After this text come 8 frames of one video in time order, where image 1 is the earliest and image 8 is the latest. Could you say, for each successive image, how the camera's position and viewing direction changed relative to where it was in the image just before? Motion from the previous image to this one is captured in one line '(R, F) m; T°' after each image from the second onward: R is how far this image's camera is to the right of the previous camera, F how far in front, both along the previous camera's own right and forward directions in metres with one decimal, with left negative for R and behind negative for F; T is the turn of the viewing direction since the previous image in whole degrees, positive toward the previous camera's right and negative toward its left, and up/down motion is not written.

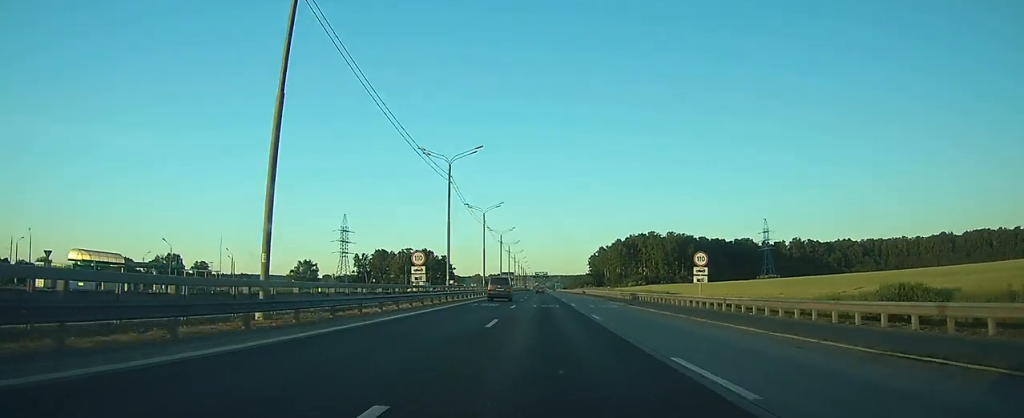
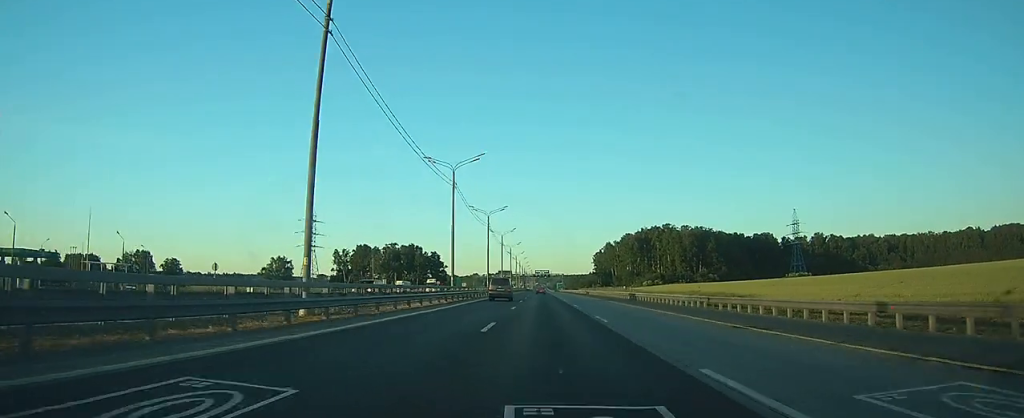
(0.0, +33.5) m; 0°
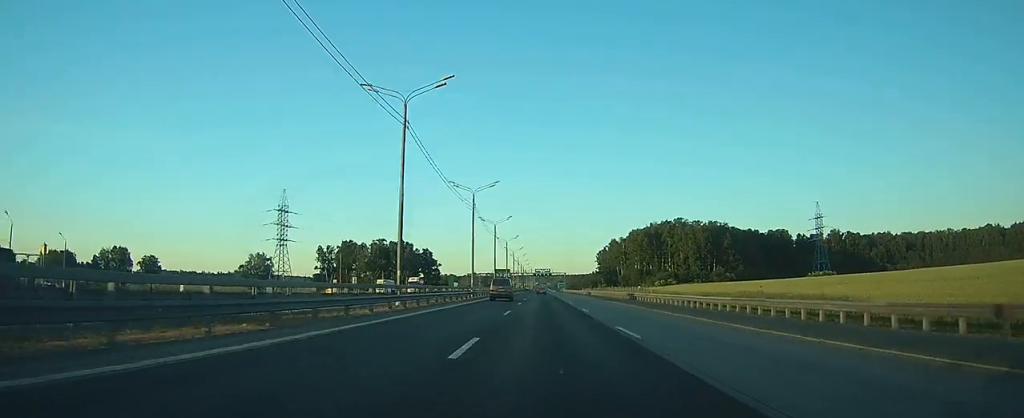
(0.0, +22.0) m; 0°
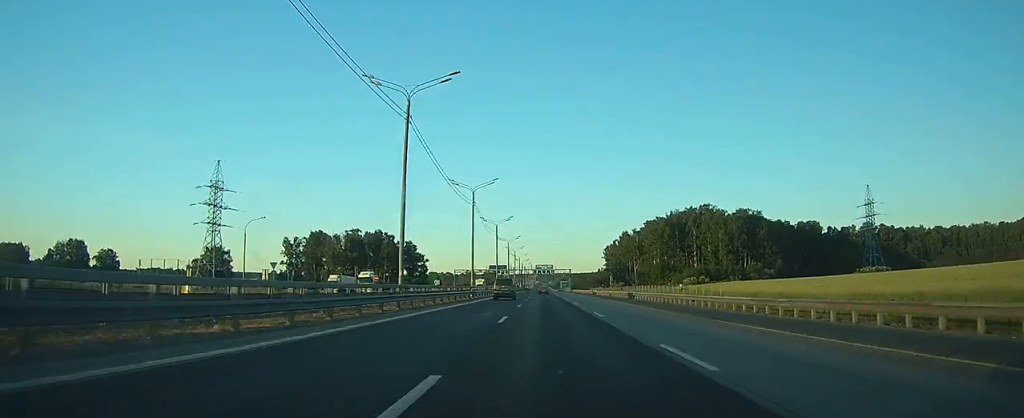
(0.0, +37.7) m; 0°
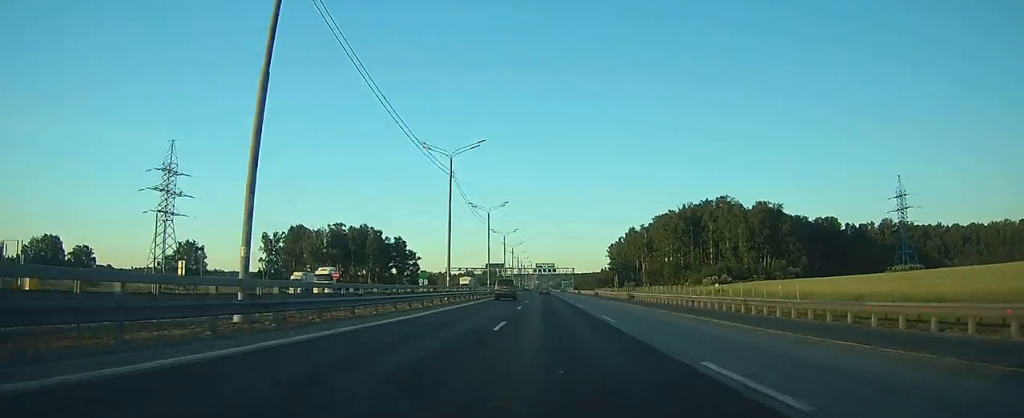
(0.0, +18.8) m; 0°
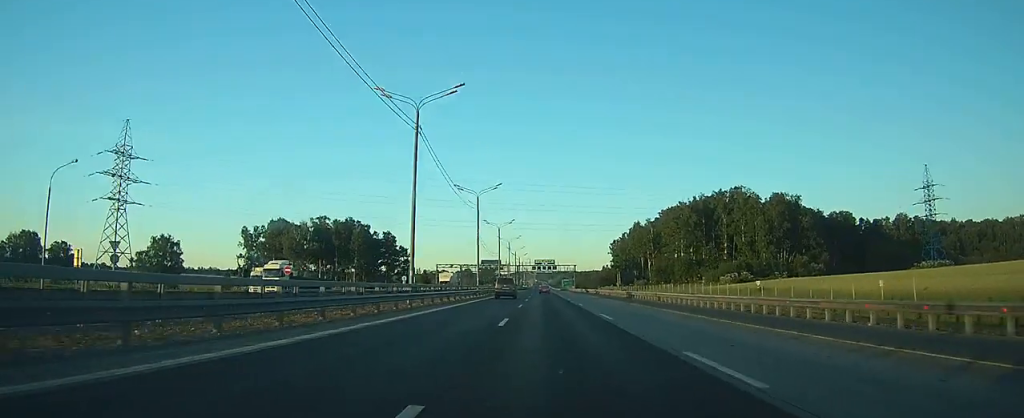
(0.0, +14.7) m; 0°
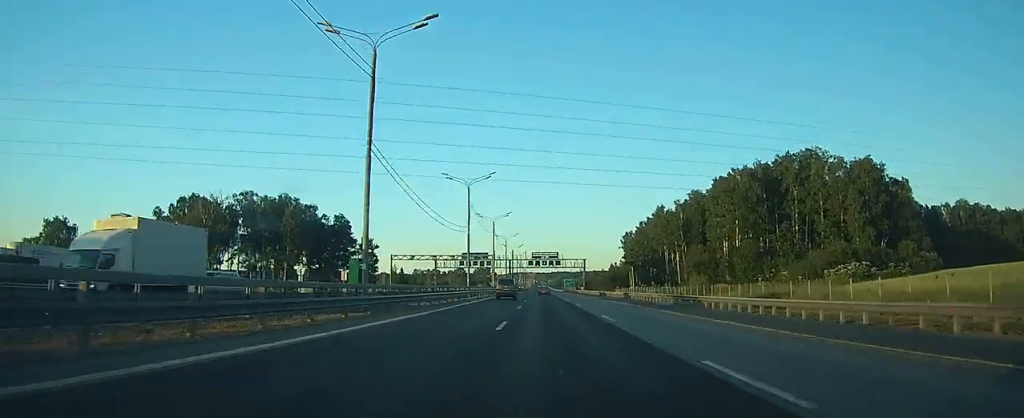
(0.0, +48.5) m; 0°
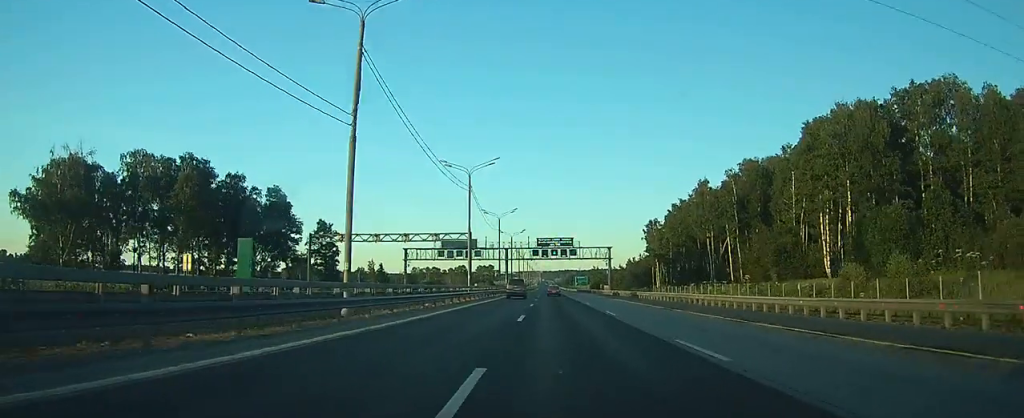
(-0.1, +44.1) m; 0°
